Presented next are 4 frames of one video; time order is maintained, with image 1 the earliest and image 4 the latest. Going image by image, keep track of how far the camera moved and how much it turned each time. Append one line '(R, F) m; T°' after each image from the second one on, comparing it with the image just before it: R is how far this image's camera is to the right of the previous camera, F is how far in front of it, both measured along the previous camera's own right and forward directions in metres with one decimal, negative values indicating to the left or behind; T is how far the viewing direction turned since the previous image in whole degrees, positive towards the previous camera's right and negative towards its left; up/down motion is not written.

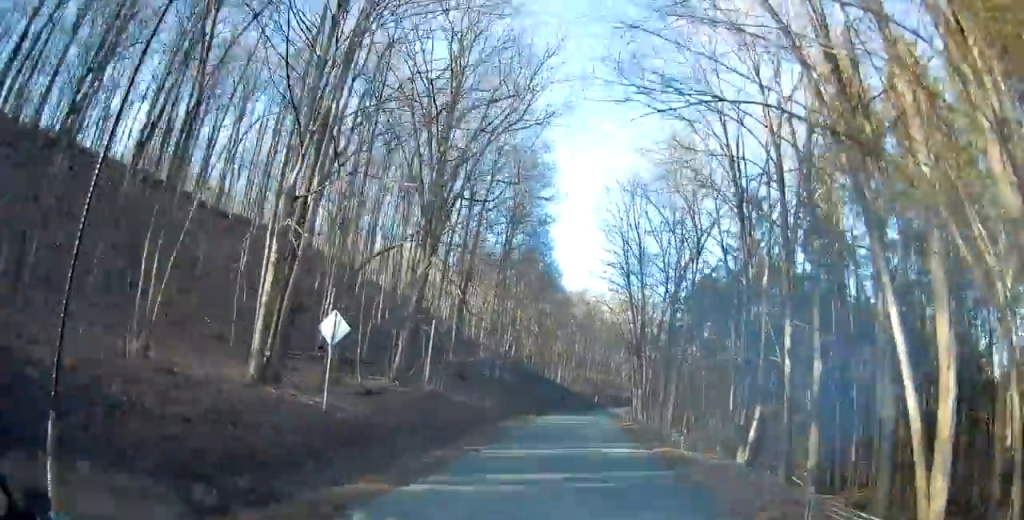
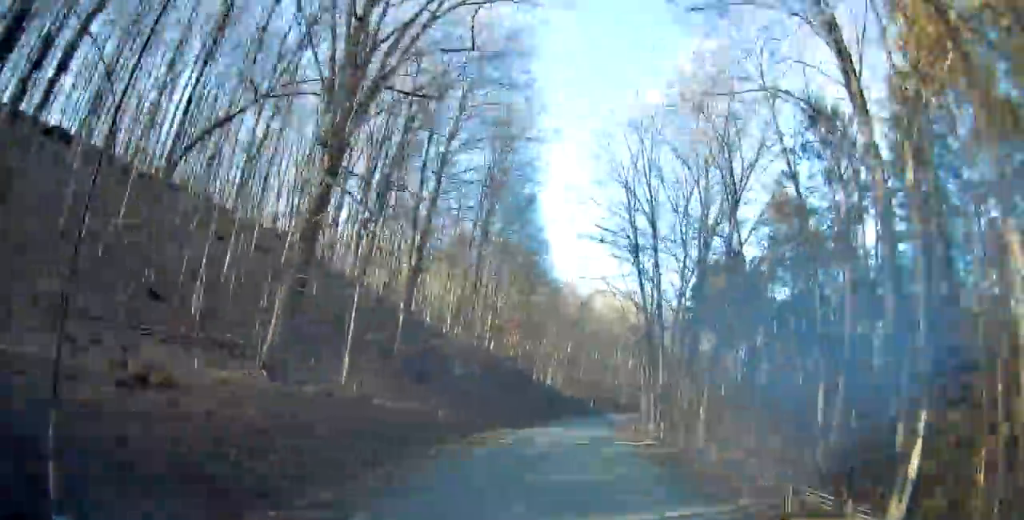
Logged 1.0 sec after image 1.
(+0.2, +12.7) m; +1°
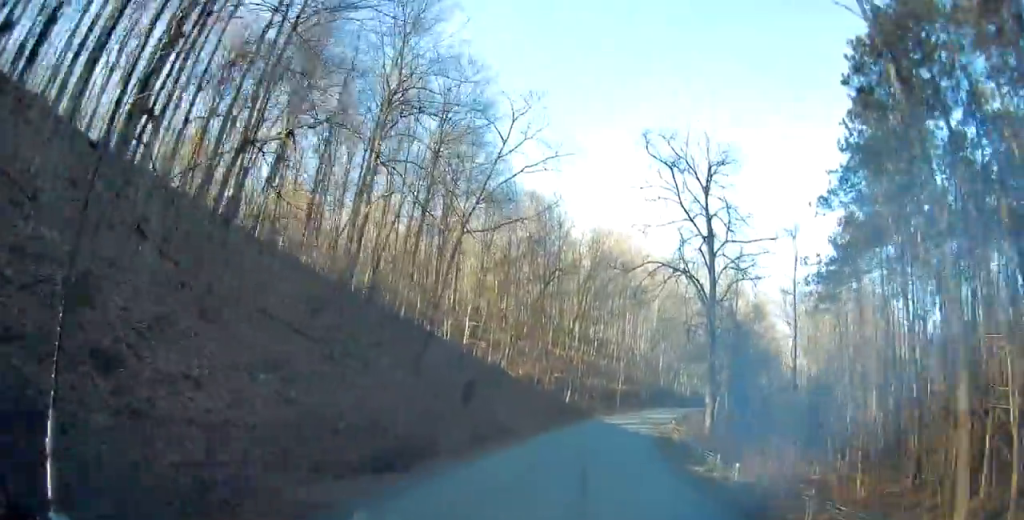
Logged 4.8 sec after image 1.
(+1.3, +48.7) m; +4°
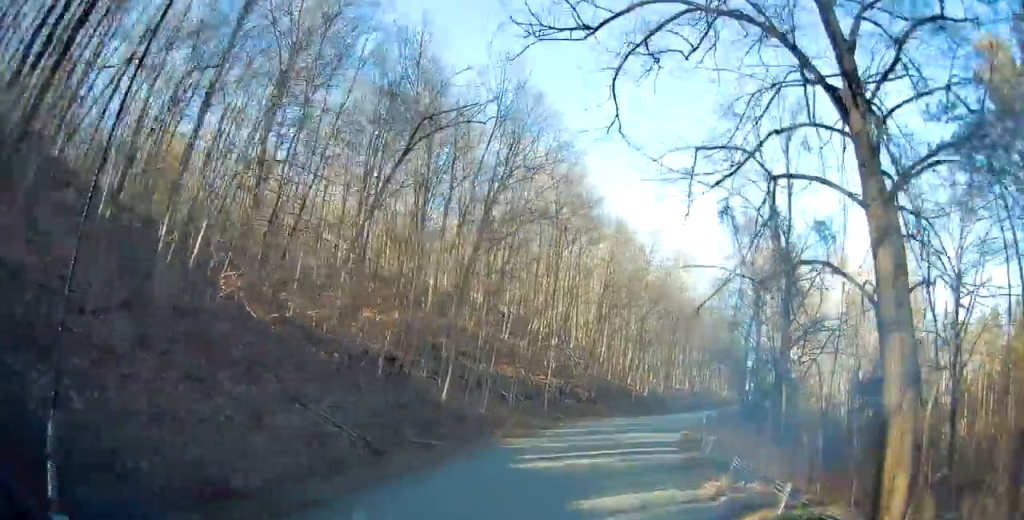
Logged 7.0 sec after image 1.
(+1.4, +28.5) m; +5°
